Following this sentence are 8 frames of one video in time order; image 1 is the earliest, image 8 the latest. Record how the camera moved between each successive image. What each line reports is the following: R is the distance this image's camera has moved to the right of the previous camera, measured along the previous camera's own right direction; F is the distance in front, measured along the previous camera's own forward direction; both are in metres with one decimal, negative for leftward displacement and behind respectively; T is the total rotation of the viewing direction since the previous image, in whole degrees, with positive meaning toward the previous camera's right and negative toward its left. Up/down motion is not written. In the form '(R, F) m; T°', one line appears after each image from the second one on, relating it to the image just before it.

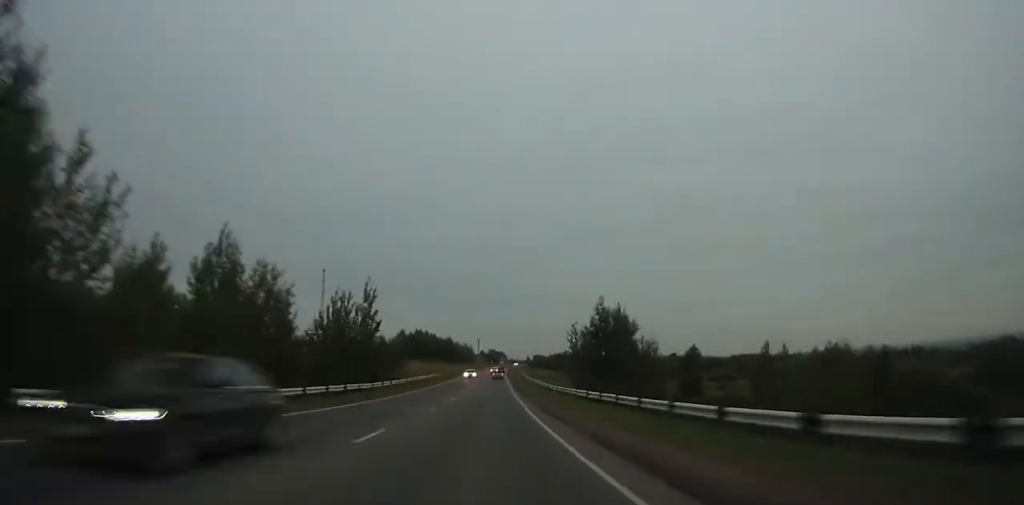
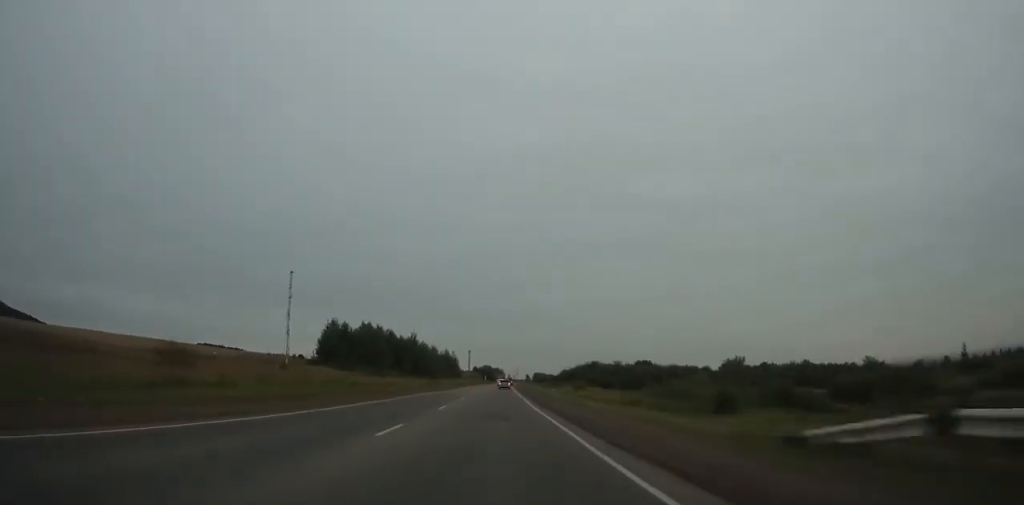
(+0.5, +107.8) m; +1°
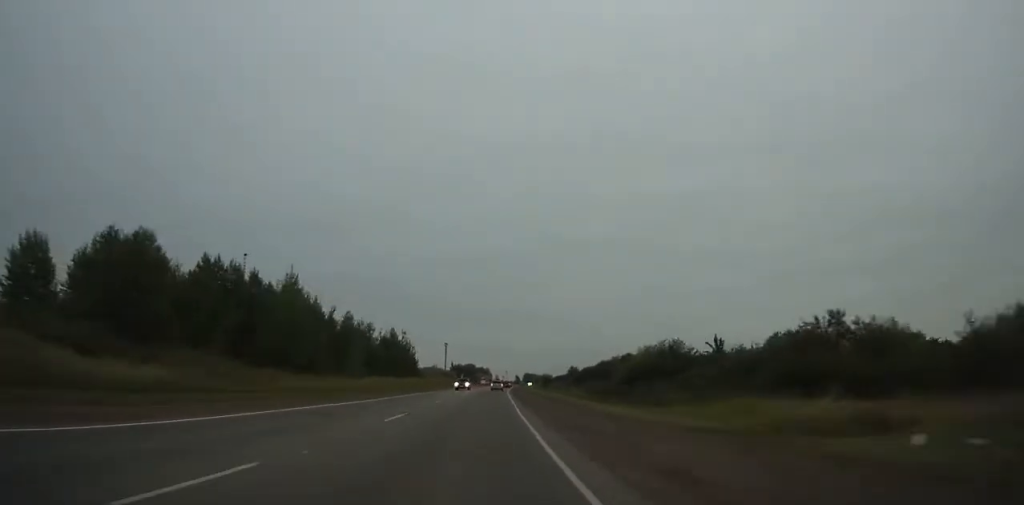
(+0.7, +90.7) m; +1°
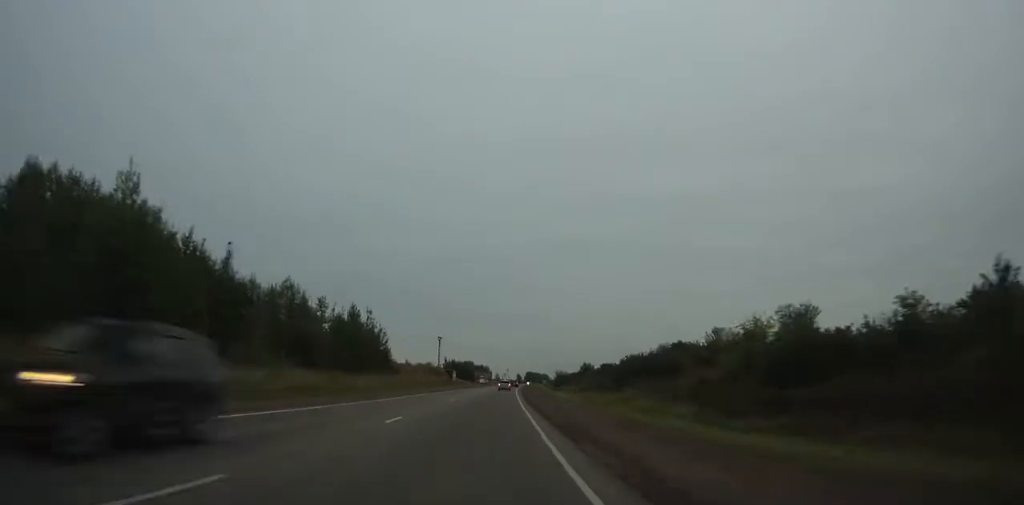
(+0.1, +38.3) m; 0°
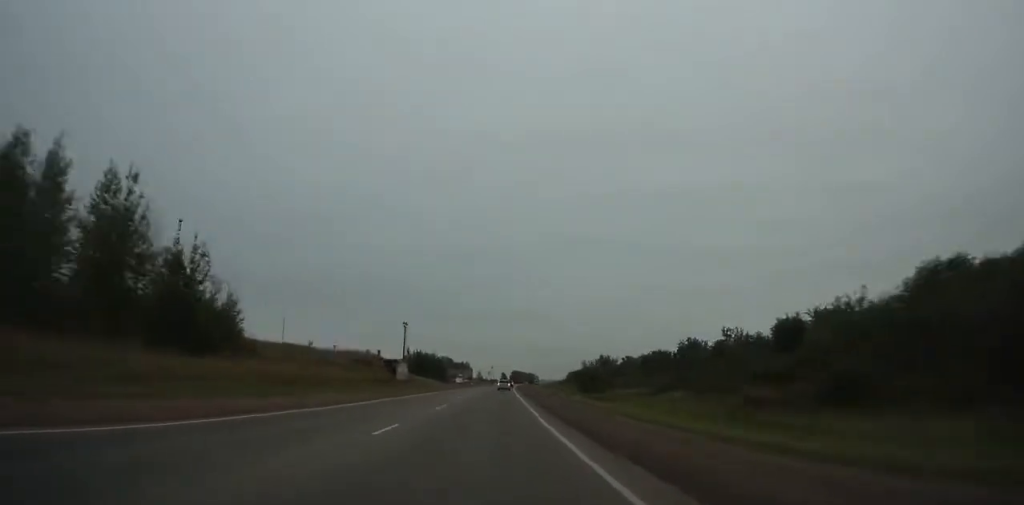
(0.0, +62.7) m; +1°
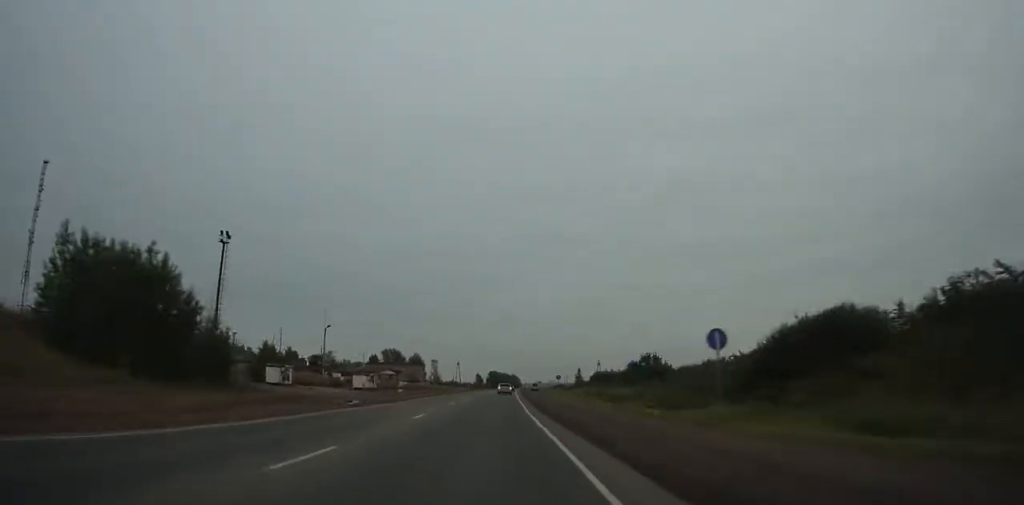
(+3.6, +140.0) m; +3°
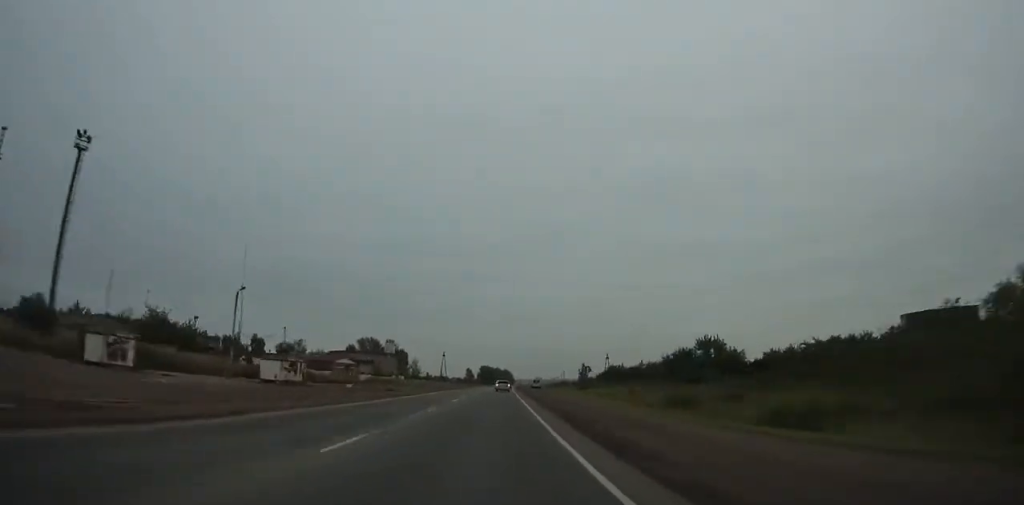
(+0.3, +32.8) m; +1°
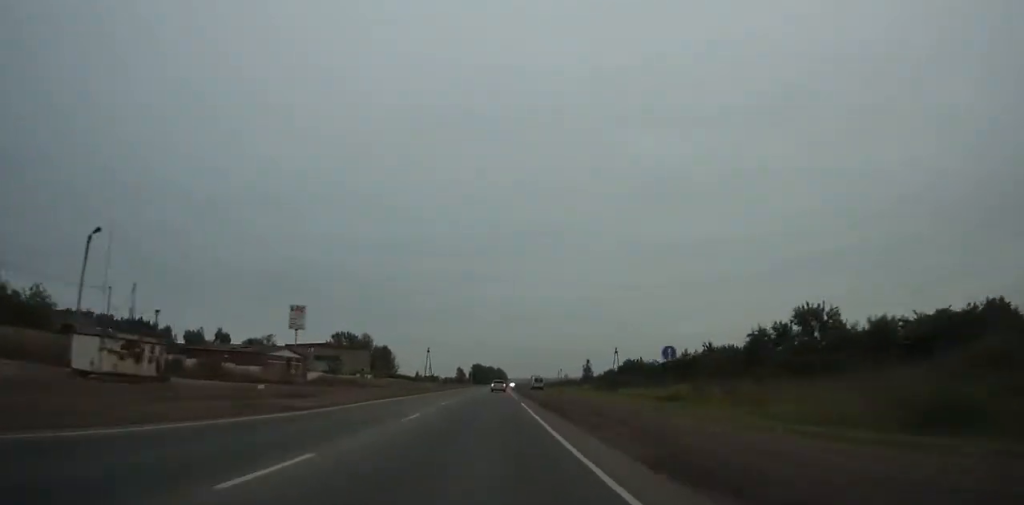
(+0.1, +28.1) m; 0°
